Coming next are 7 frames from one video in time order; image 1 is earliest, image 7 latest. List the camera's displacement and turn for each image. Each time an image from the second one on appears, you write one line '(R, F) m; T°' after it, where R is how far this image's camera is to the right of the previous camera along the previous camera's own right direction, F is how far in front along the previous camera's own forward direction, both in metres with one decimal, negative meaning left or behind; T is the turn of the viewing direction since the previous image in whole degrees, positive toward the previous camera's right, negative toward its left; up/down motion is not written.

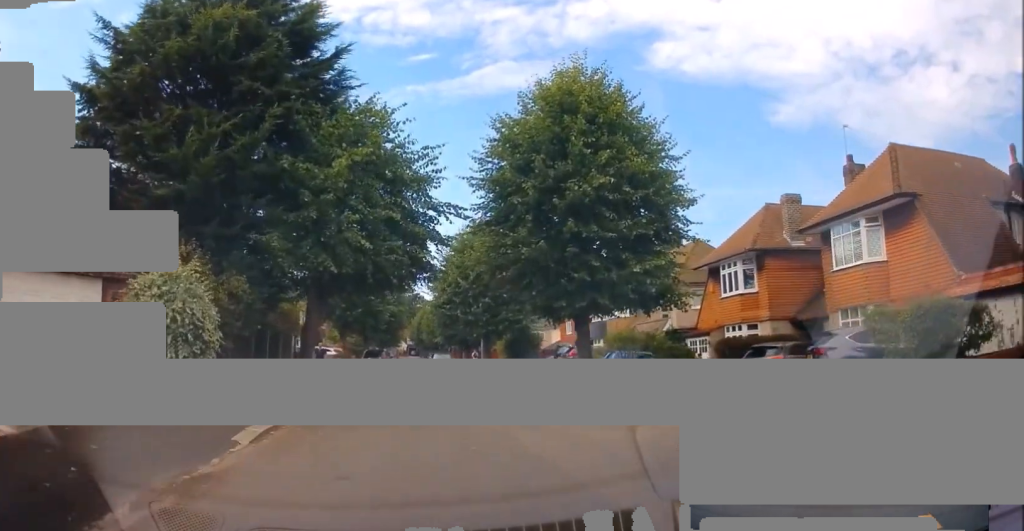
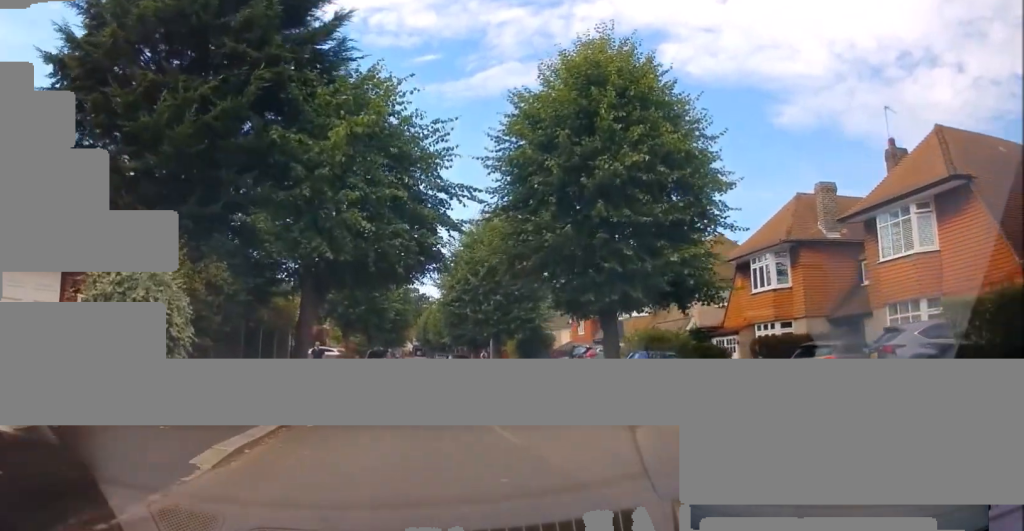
(0.0, +2.4) m; -3°
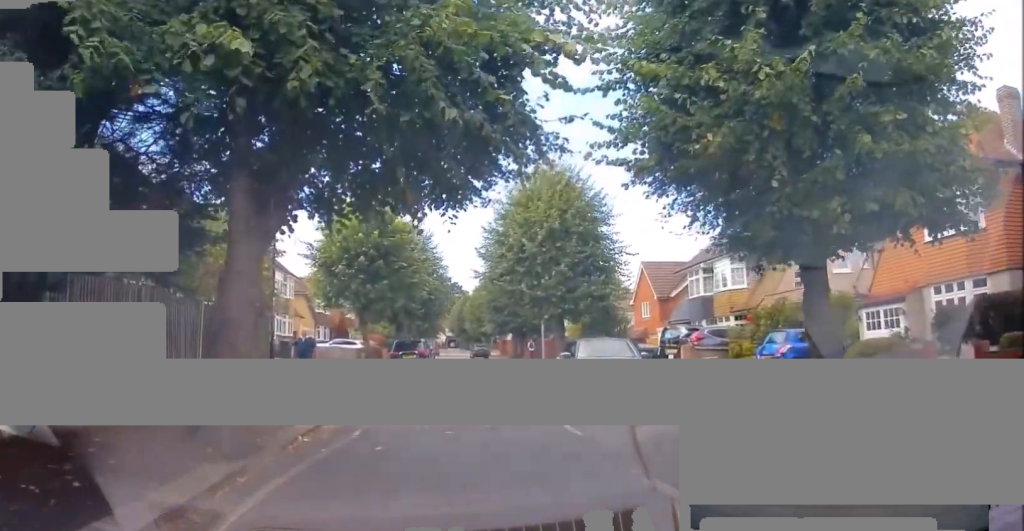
(-0.7, +9.8) m; 0°
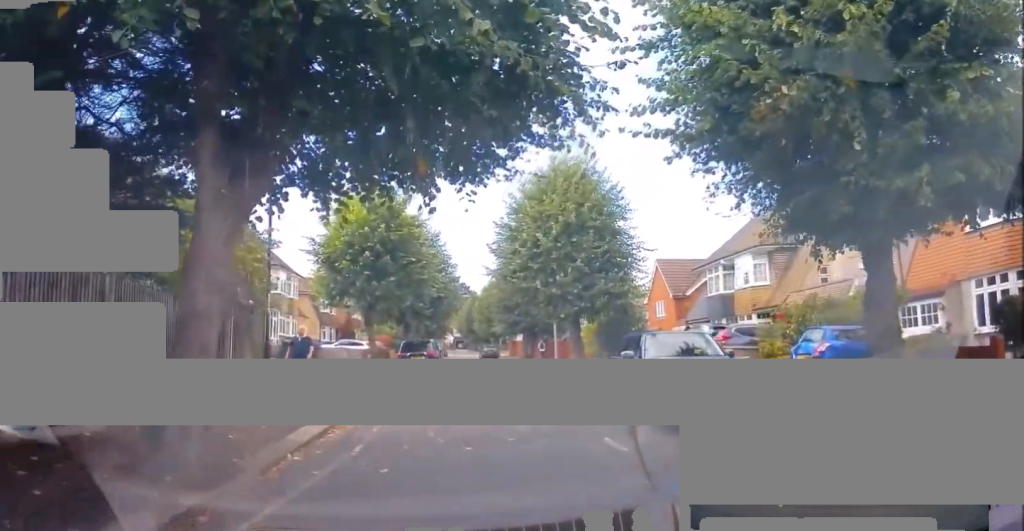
(+0.1, +1.8) m; +3°
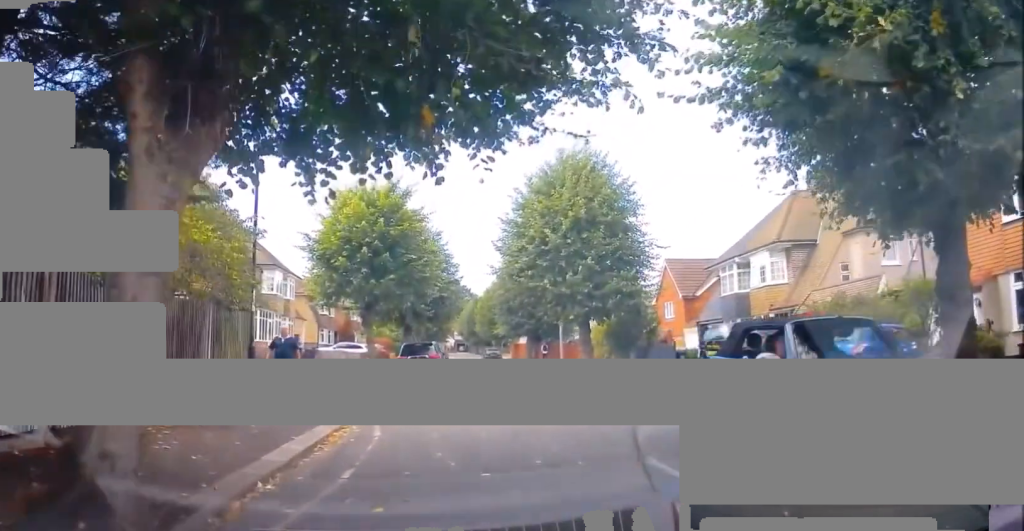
(0.0, +1.8) m; 0°
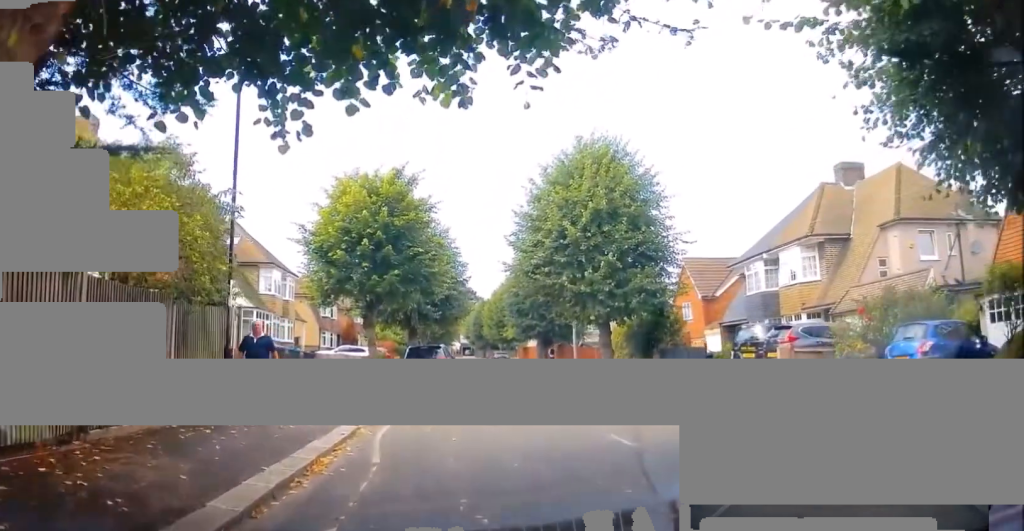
(0.0, +2.6) m; 0°
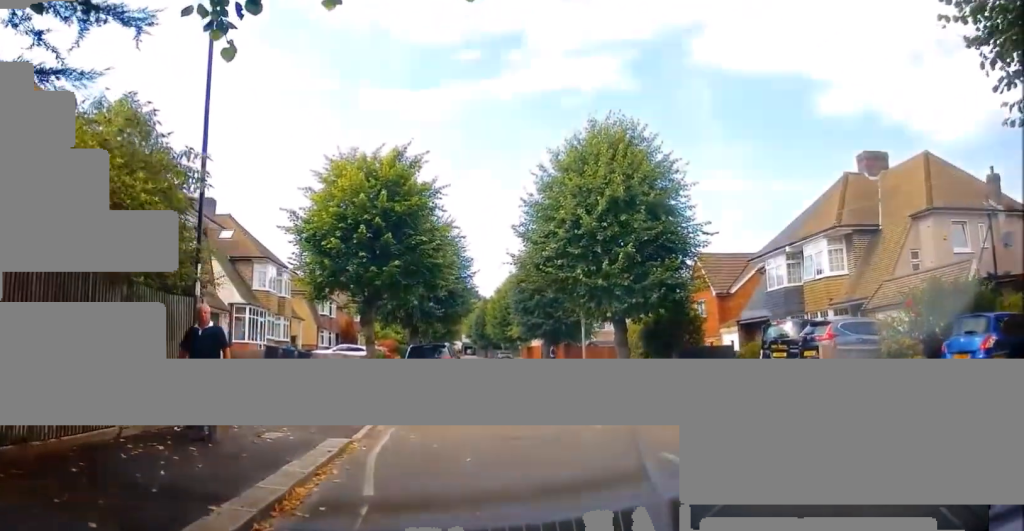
(0.0, +1.8) m; 0°
